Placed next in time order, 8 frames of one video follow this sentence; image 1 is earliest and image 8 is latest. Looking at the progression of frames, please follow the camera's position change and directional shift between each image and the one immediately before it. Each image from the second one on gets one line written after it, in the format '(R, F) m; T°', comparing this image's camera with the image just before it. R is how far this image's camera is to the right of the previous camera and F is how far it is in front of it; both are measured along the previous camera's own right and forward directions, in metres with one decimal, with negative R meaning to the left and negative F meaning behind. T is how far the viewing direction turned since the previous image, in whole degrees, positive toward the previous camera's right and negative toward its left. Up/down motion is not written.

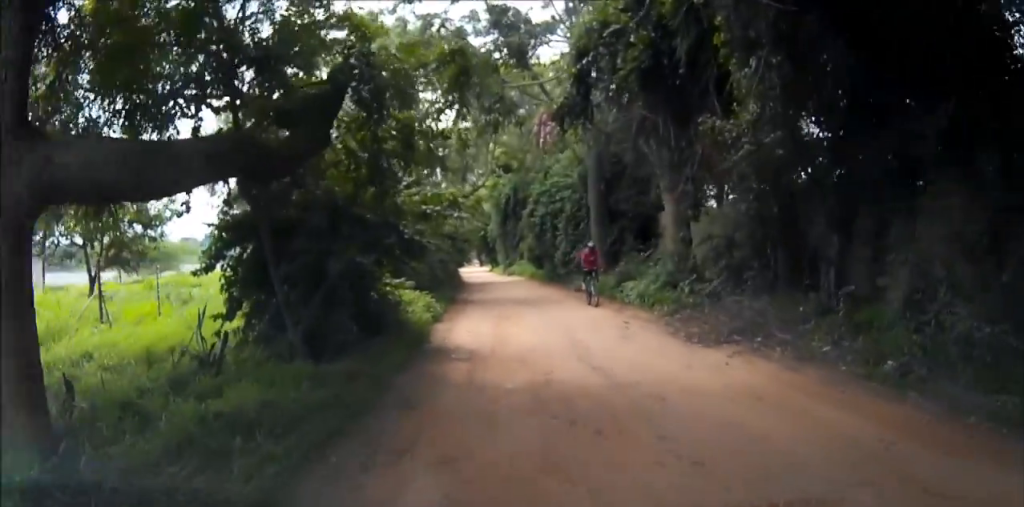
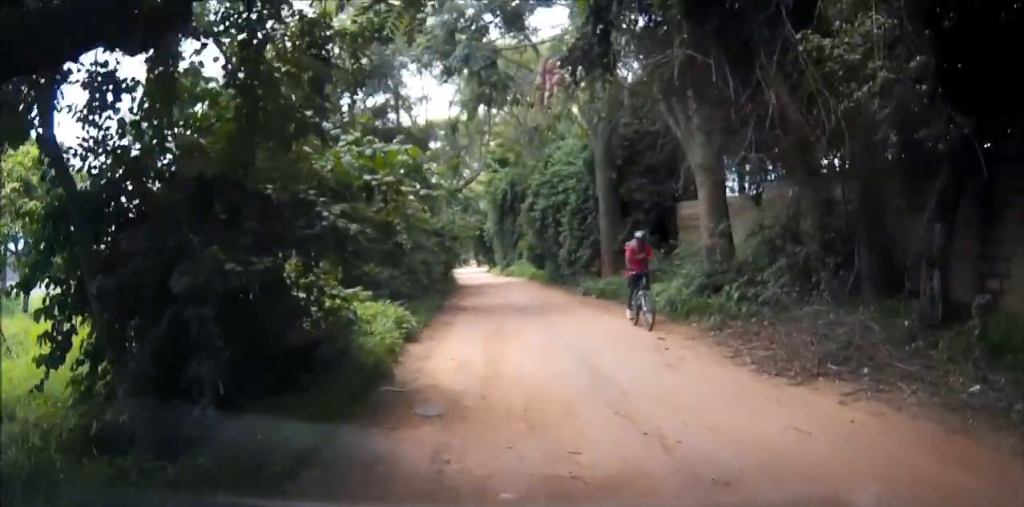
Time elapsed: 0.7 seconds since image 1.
(-0.1, +3.6) m; +1°
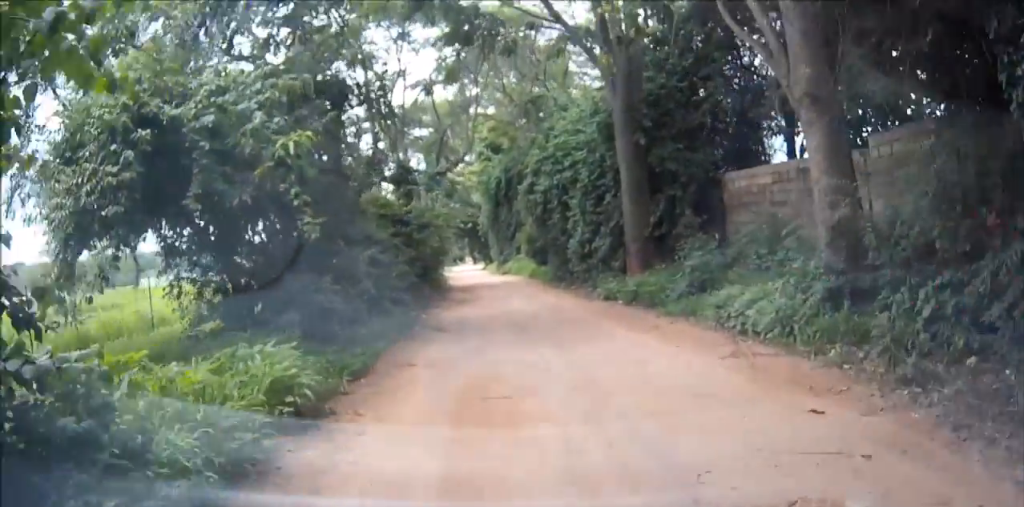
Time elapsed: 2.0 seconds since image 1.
(+0.2, +6.1) m; +2°
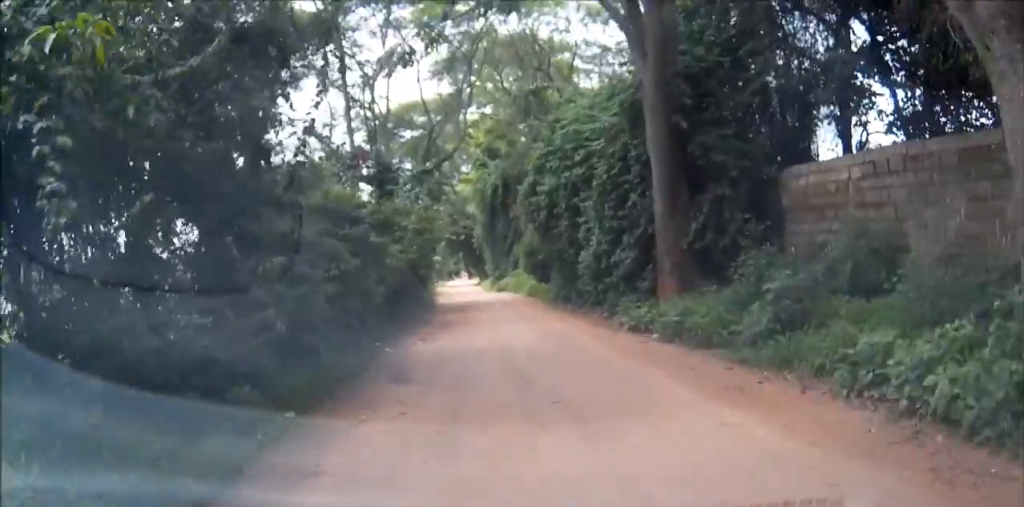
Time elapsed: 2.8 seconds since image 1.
(0.0, +4.4) m; 0°
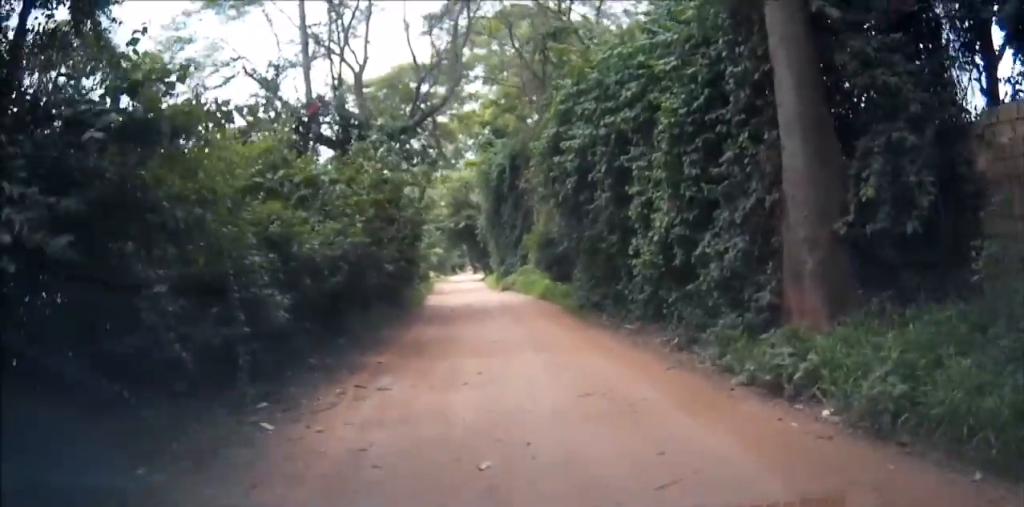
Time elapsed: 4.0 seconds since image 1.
(0.0, +6.7) m; -1°
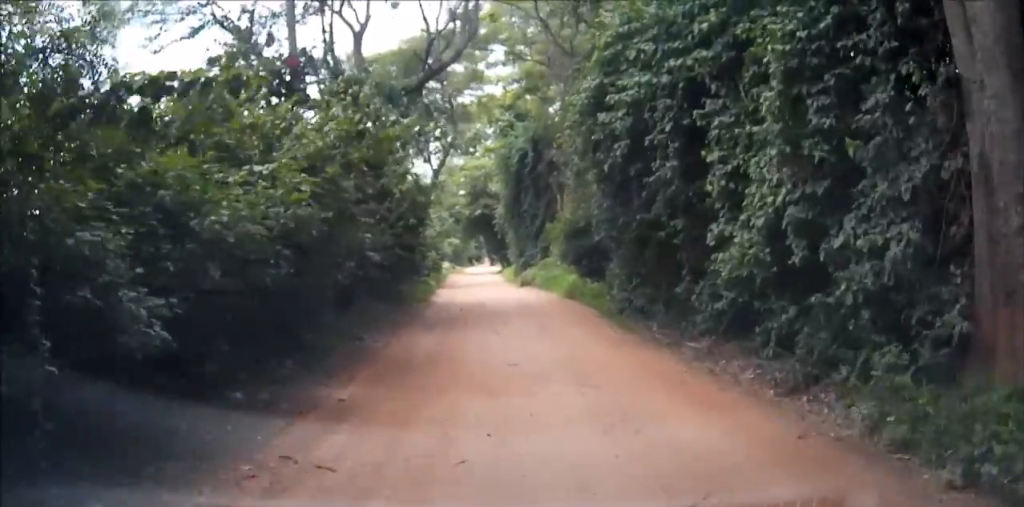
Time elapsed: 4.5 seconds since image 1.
(0.0, +3.5) m; 0°
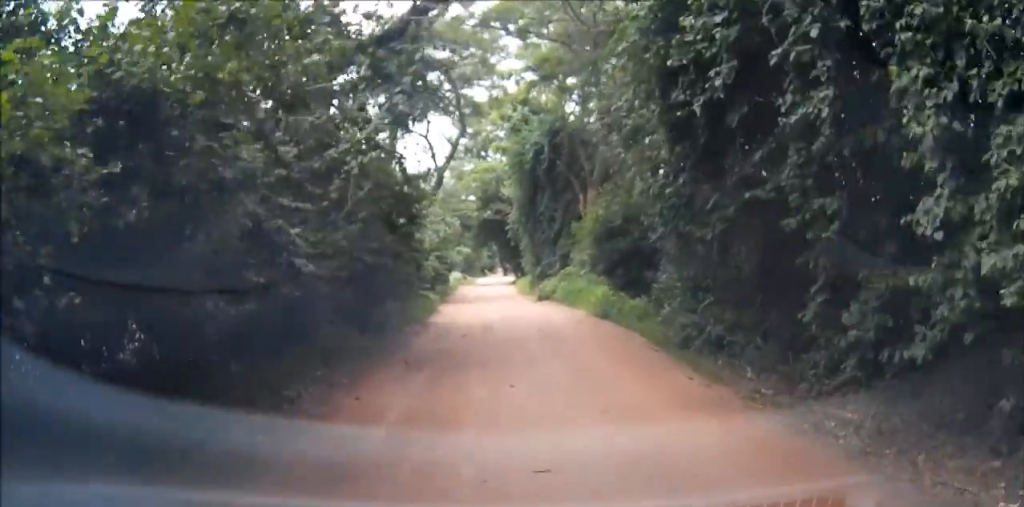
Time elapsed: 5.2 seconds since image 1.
(0.0, +4.2) m; 0°
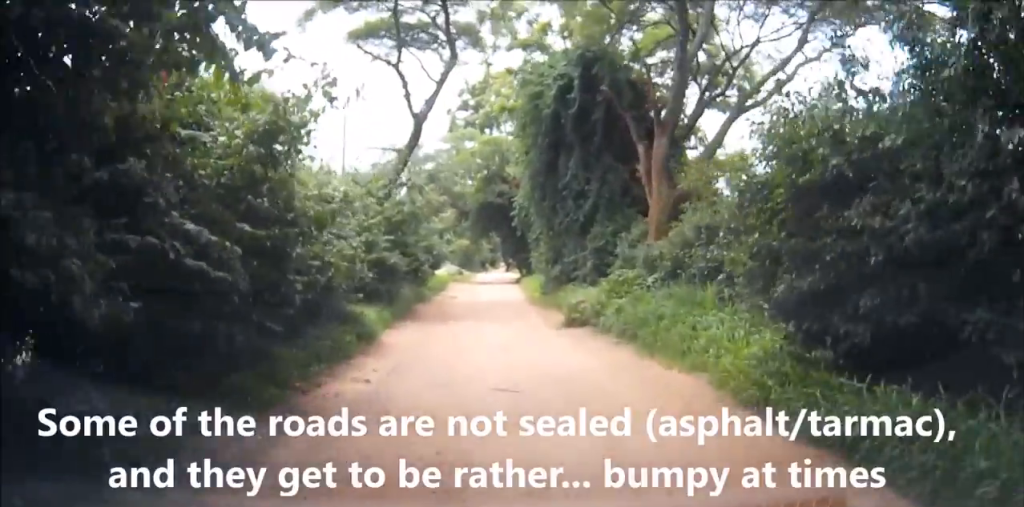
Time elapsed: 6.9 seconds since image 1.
(+0.2, +11.6) m; +5°
